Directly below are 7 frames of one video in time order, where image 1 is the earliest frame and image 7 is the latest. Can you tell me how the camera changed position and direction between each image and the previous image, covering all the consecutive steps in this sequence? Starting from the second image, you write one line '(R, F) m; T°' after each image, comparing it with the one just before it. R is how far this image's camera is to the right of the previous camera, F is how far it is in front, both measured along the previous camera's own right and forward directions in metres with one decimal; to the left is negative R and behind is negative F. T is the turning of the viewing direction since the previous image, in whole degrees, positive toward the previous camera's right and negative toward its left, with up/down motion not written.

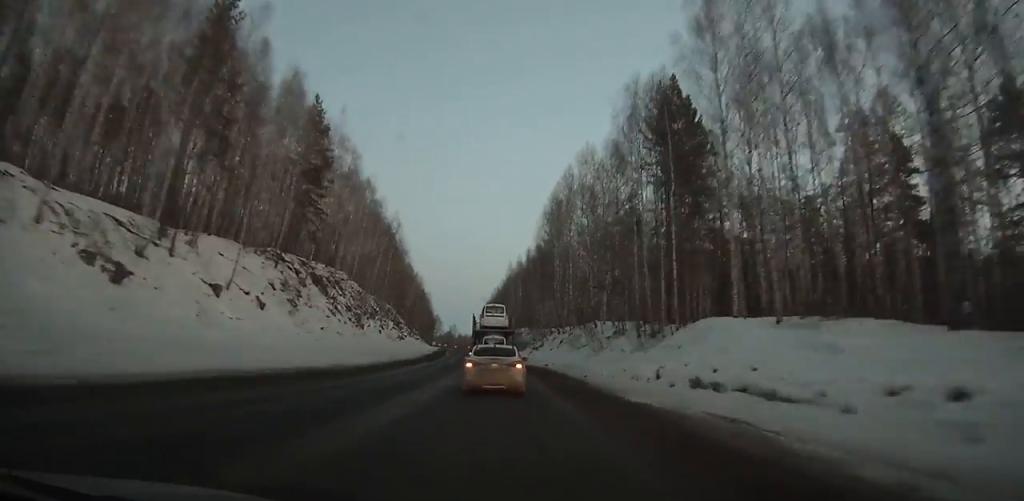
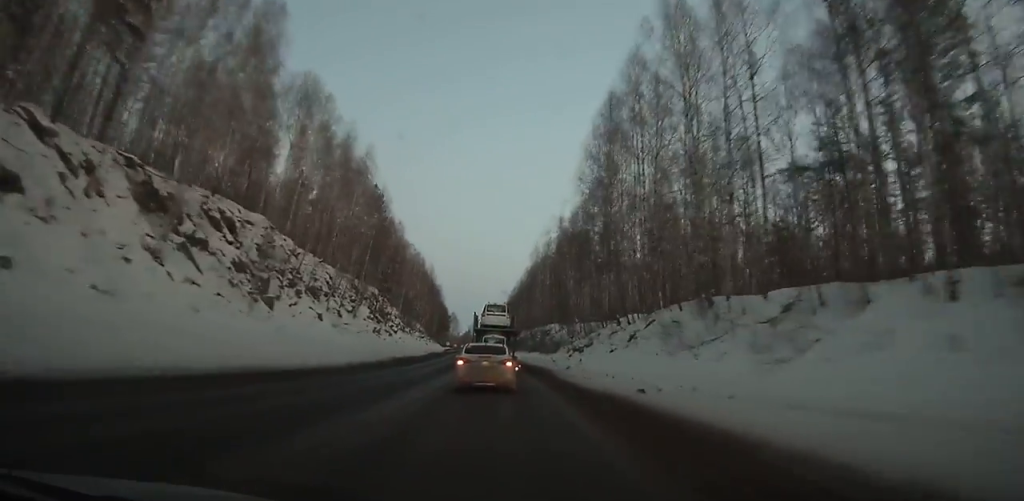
(-0.5, +29.0) m; -2°
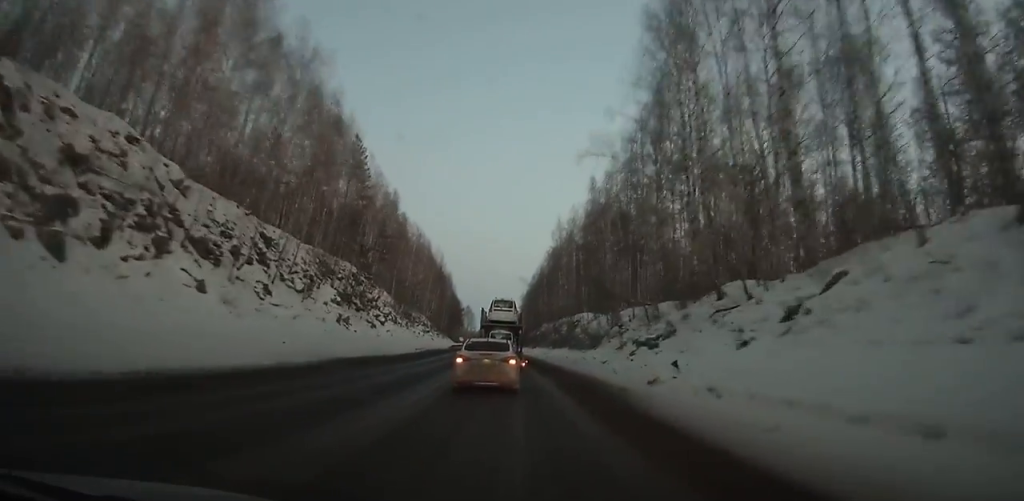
(-0.1, +19.2) m; -1°
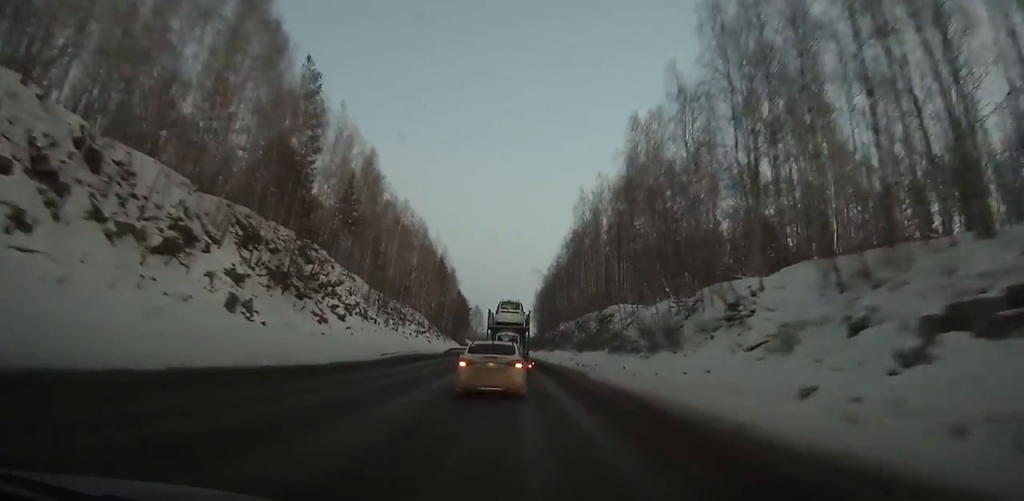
(-0.3, +20.2) m; -1°
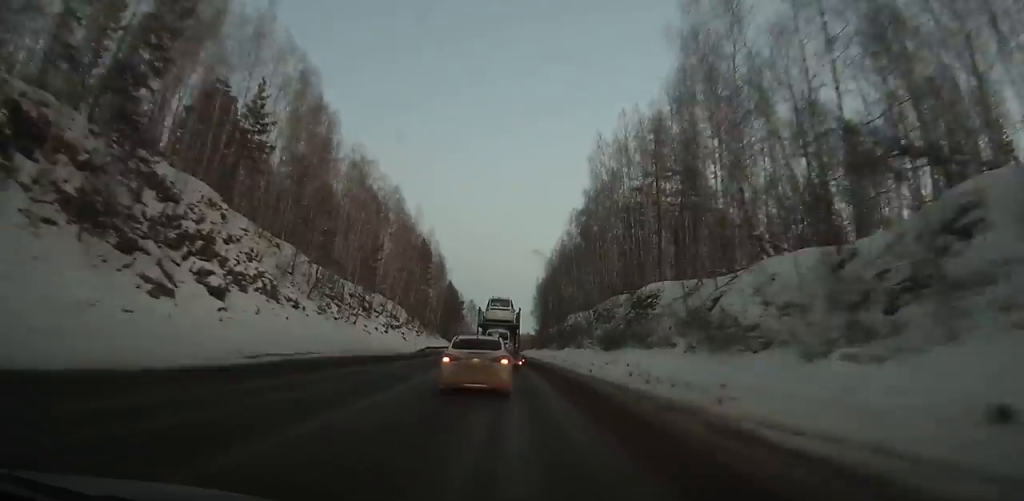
(-0.2, +20.3) m; -1°
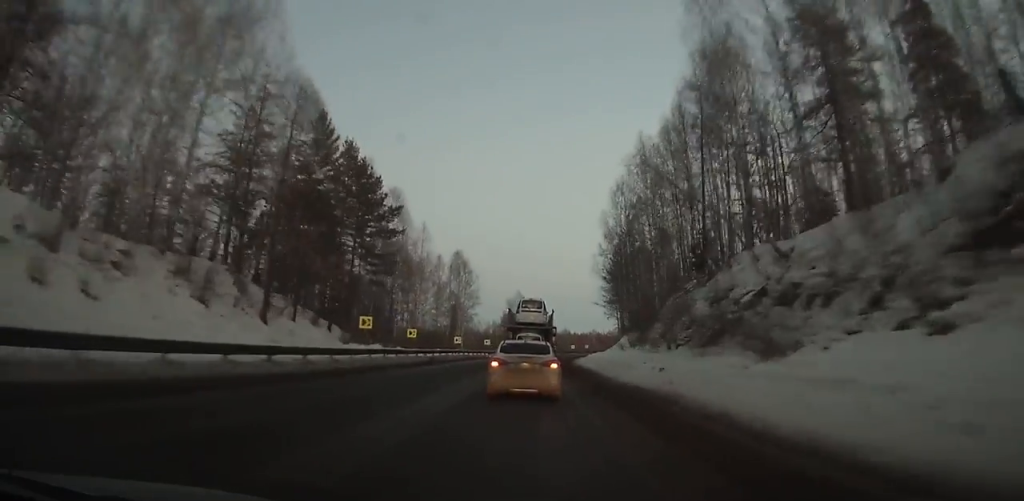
(-1.9, +107.8) m; 0°
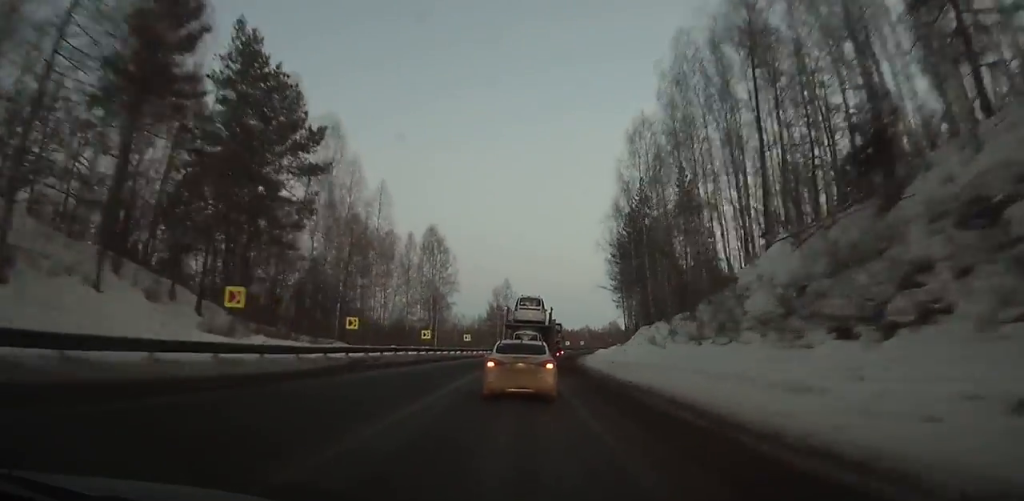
(+0.1, +16.7) m; +1°
